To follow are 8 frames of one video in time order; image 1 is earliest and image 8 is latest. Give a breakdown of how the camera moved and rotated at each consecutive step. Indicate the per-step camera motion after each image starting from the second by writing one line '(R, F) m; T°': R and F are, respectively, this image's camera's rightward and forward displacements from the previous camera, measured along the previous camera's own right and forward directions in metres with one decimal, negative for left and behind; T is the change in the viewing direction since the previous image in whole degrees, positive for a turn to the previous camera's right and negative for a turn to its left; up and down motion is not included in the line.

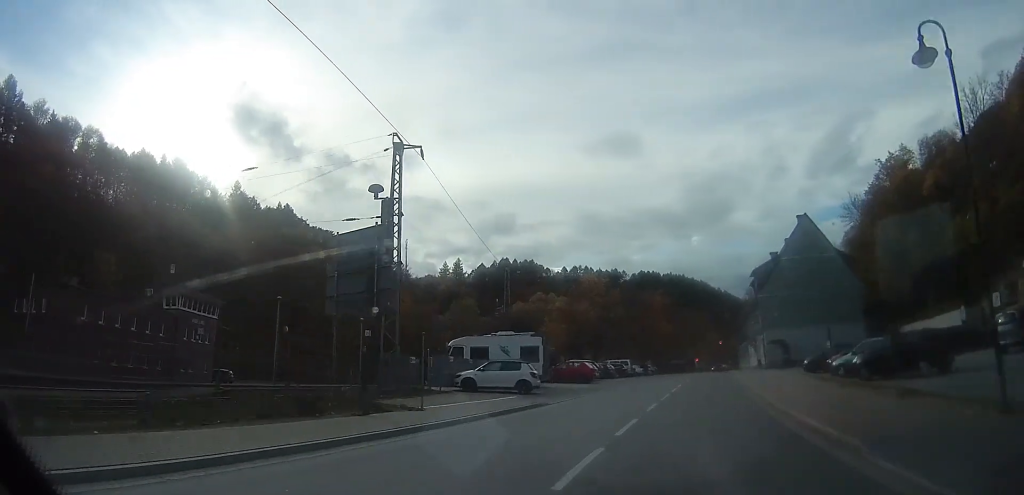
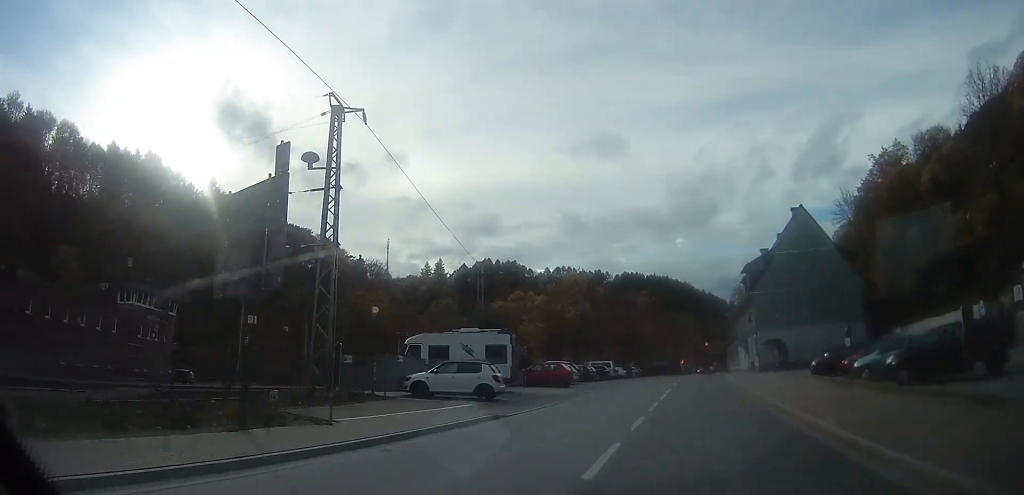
(-0.6, +3.8) m; 0°
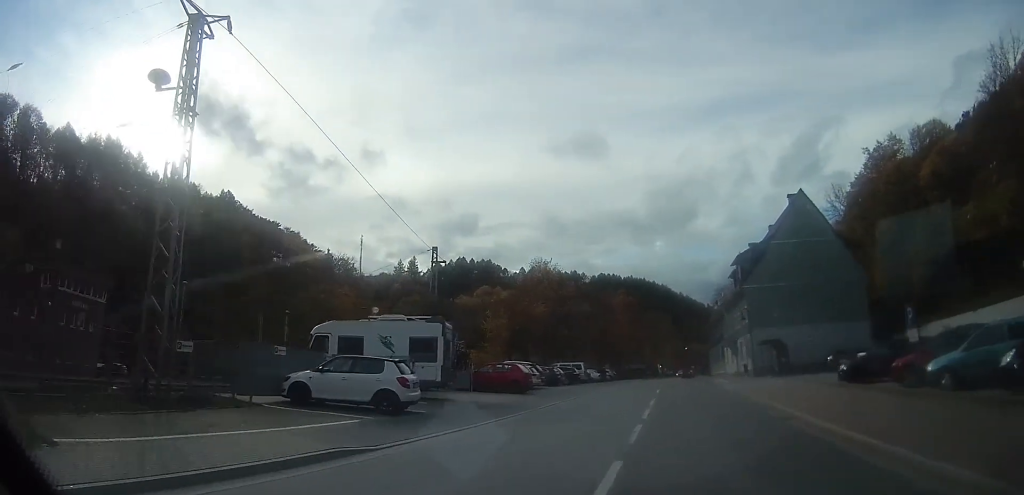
(-0.5, +6.3) m; +1°
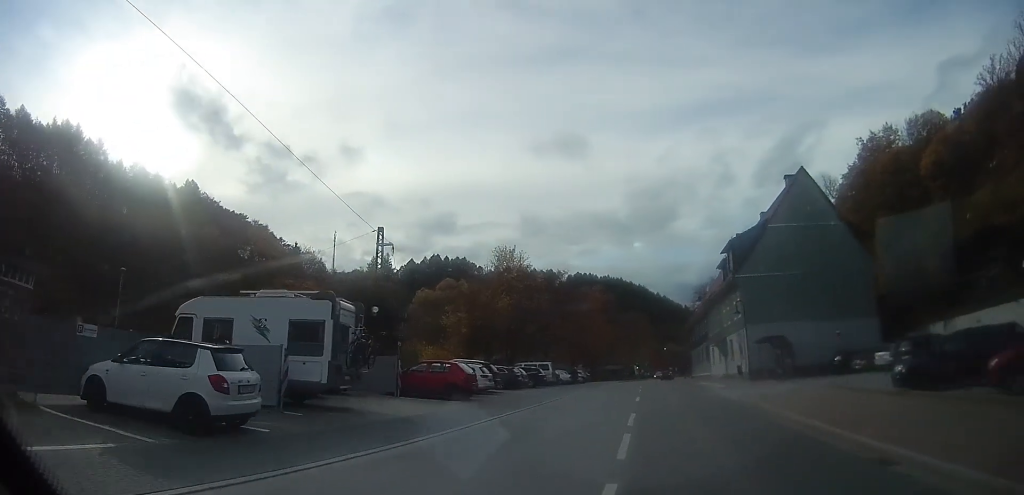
(+0.7, +6.0) m; +6°
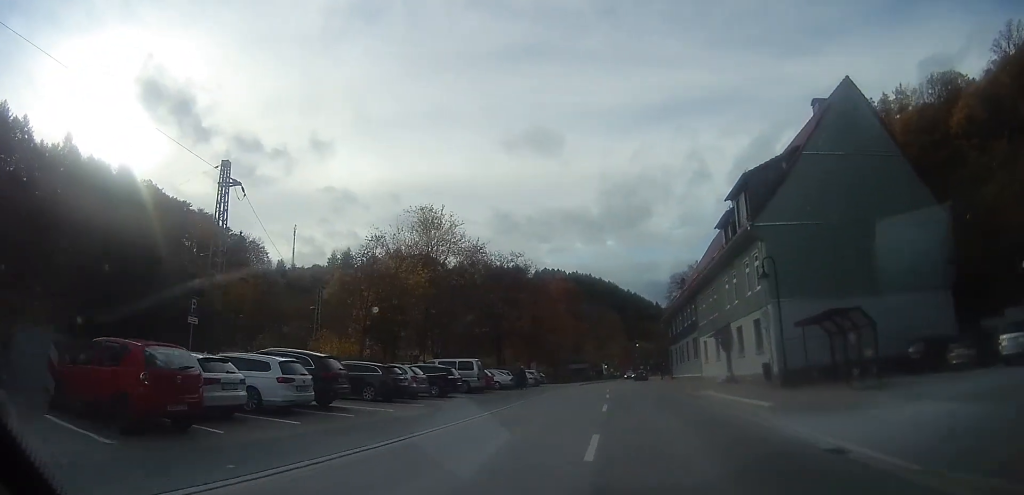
(+0.5, +13.4) m; +2°
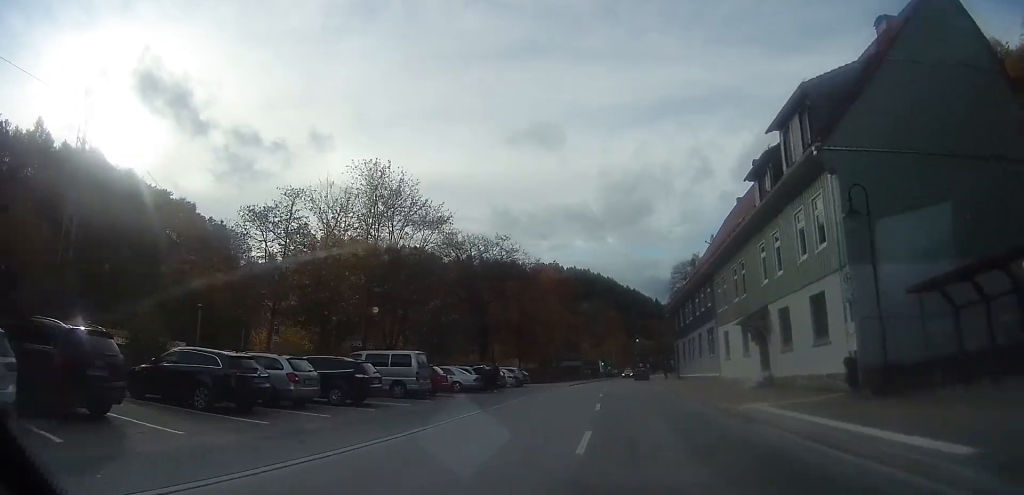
(0.0, +8.5) m; 0°
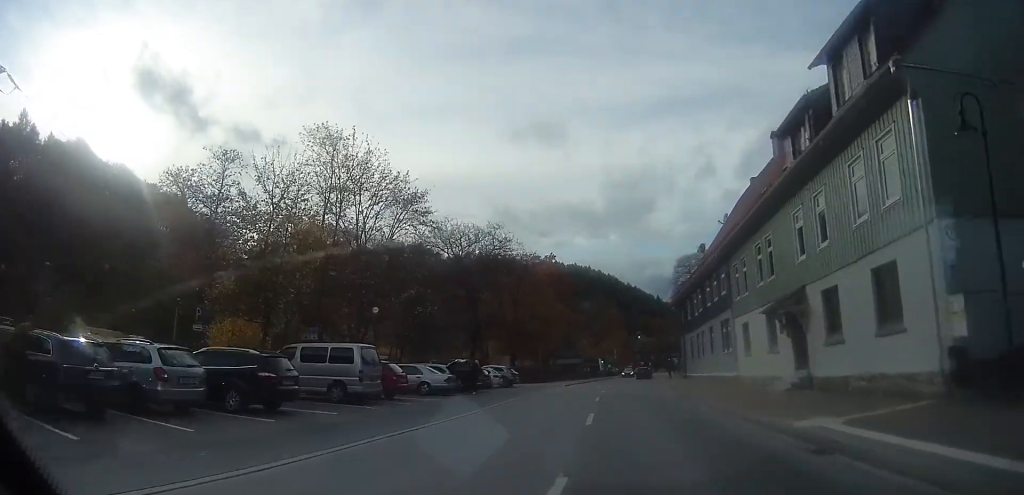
(0.0, +4.9) m; 0°
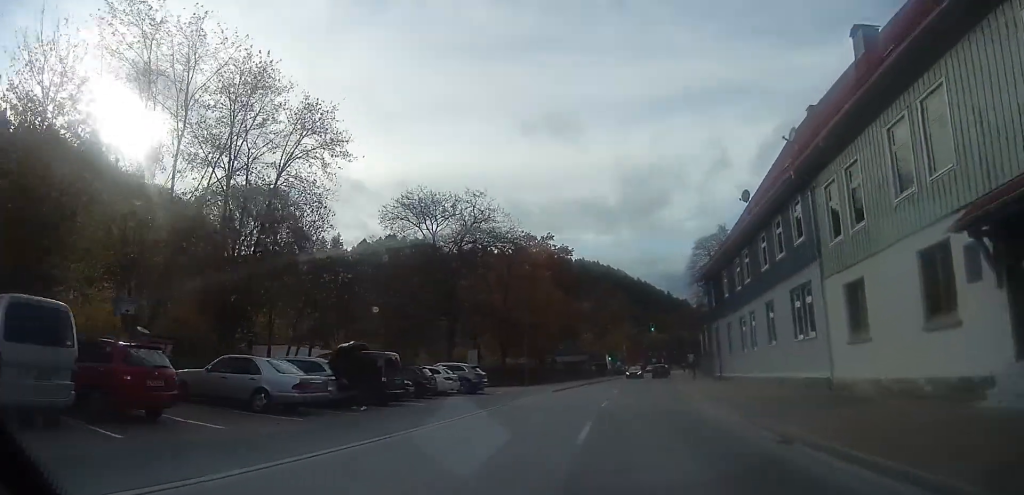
(0.0, +12.3) m; 0°
